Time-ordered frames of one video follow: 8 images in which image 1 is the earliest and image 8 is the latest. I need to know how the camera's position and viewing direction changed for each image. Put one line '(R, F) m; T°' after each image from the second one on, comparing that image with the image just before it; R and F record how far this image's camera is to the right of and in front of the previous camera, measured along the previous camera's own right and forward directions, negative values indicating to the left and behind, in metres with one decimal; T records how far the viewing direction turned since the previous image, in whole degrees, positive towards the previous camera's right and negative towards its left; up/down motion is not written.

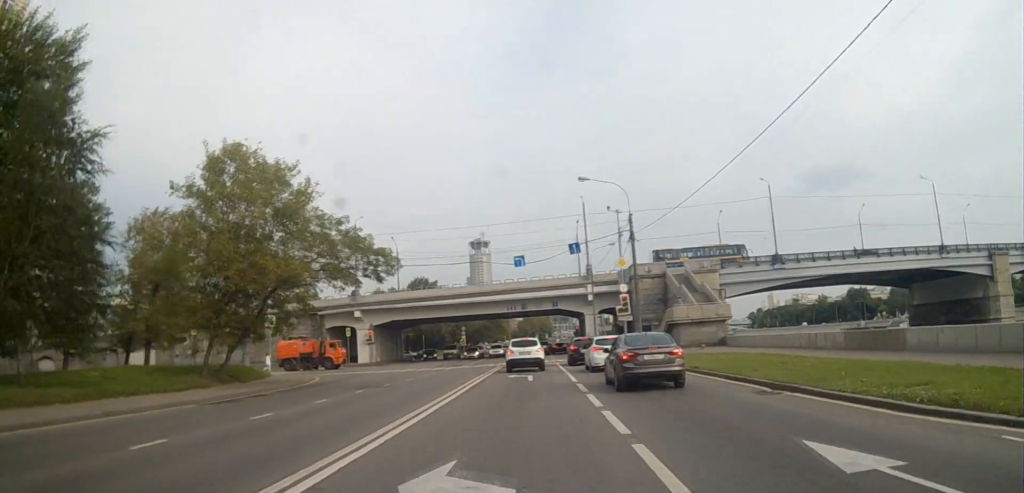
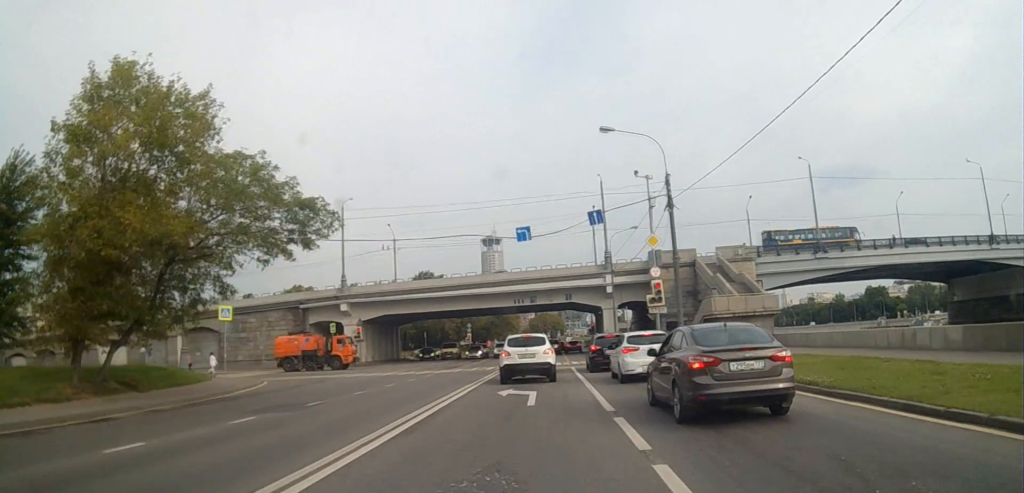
(0.0, +11.0) m; 0°
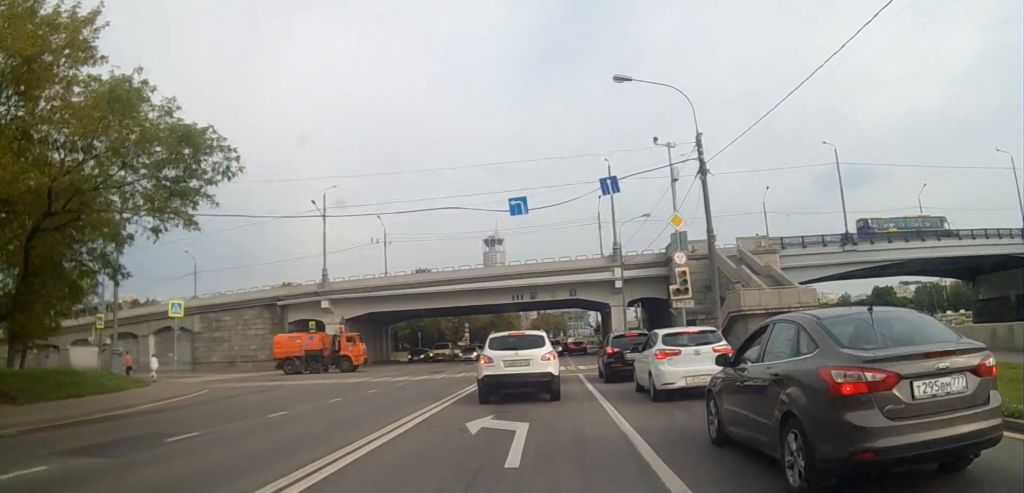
(0.0, +8.7) m; 0°
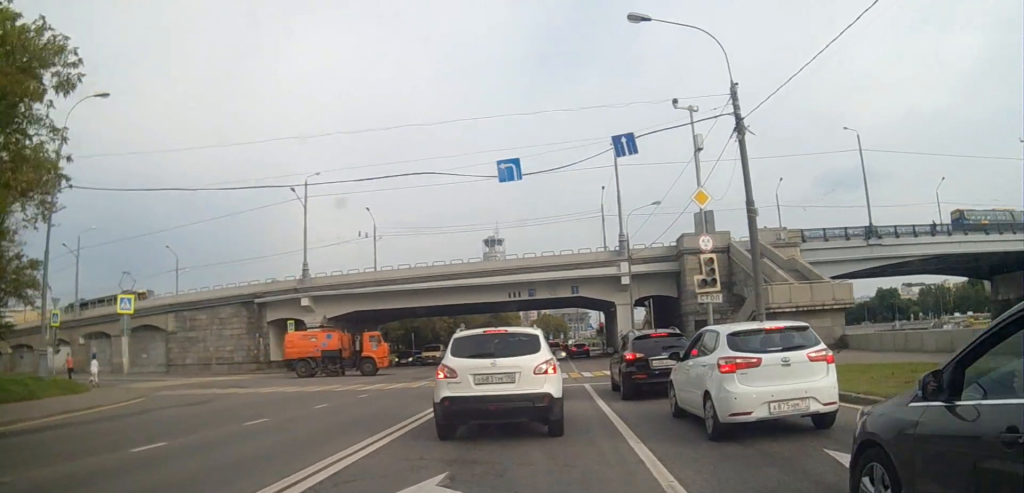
(0.0, +7.5) m; 0°
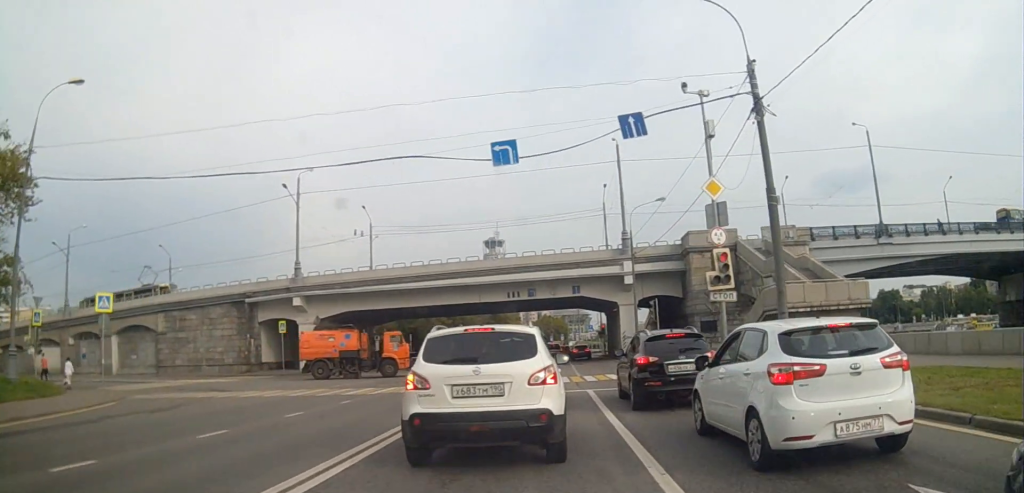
(0.0, +3.3) m; 0°
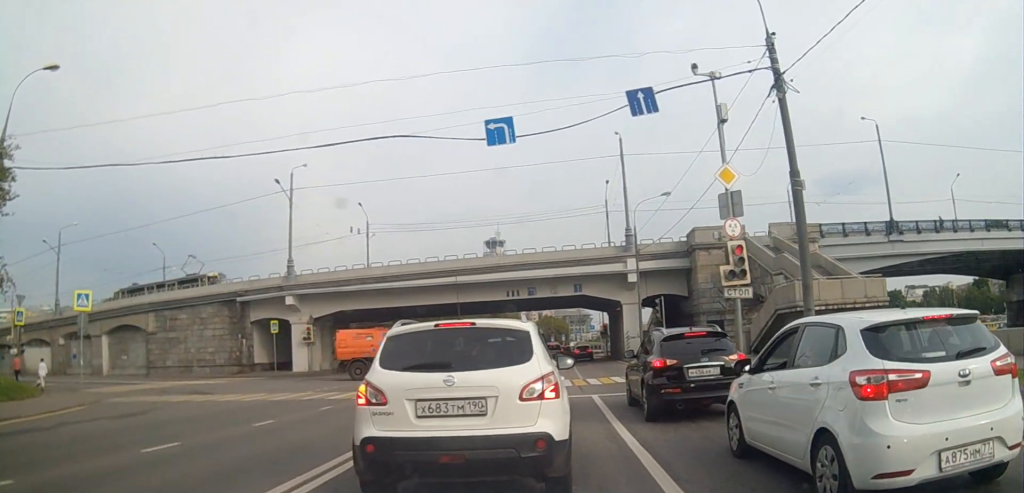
(0.0, +4.4) m; 0°
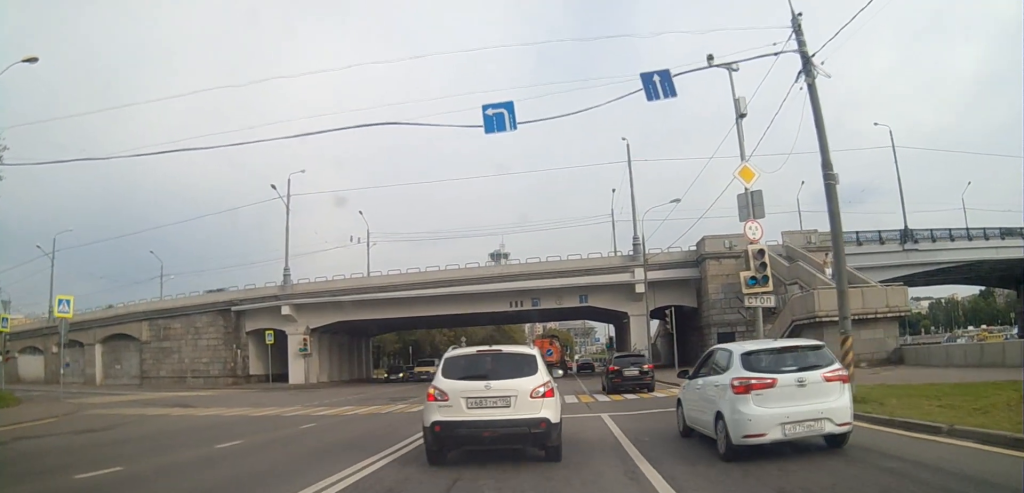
(-0.1, +8.0) m; -2°
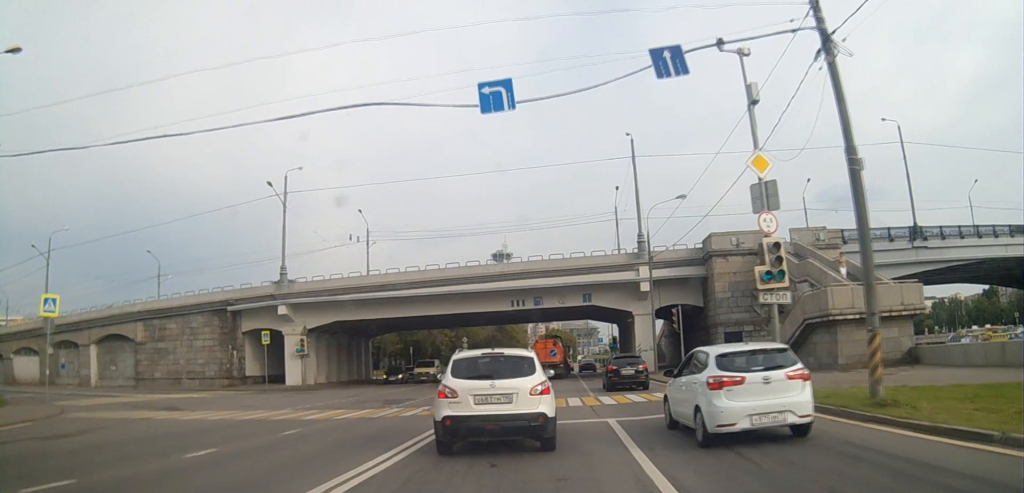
(0.0, +1.2) m; 0°
